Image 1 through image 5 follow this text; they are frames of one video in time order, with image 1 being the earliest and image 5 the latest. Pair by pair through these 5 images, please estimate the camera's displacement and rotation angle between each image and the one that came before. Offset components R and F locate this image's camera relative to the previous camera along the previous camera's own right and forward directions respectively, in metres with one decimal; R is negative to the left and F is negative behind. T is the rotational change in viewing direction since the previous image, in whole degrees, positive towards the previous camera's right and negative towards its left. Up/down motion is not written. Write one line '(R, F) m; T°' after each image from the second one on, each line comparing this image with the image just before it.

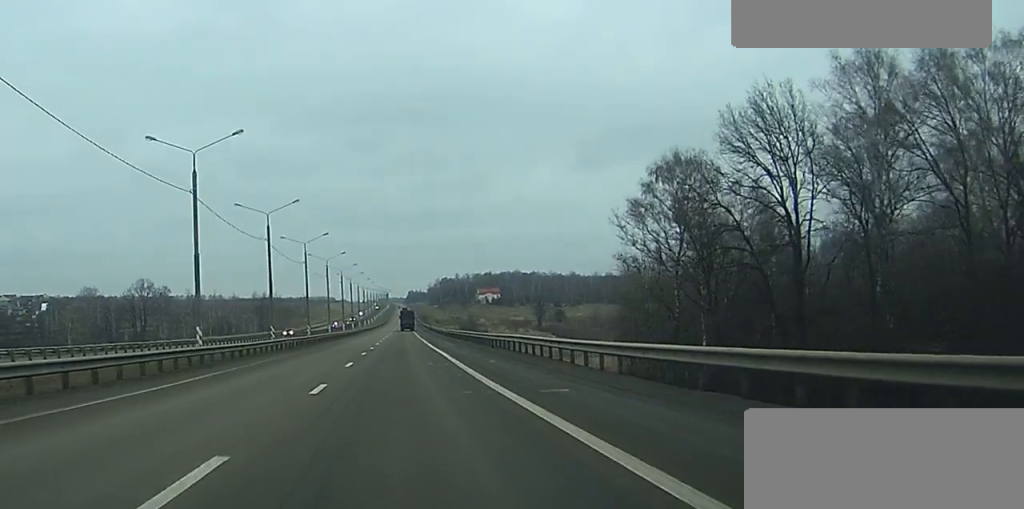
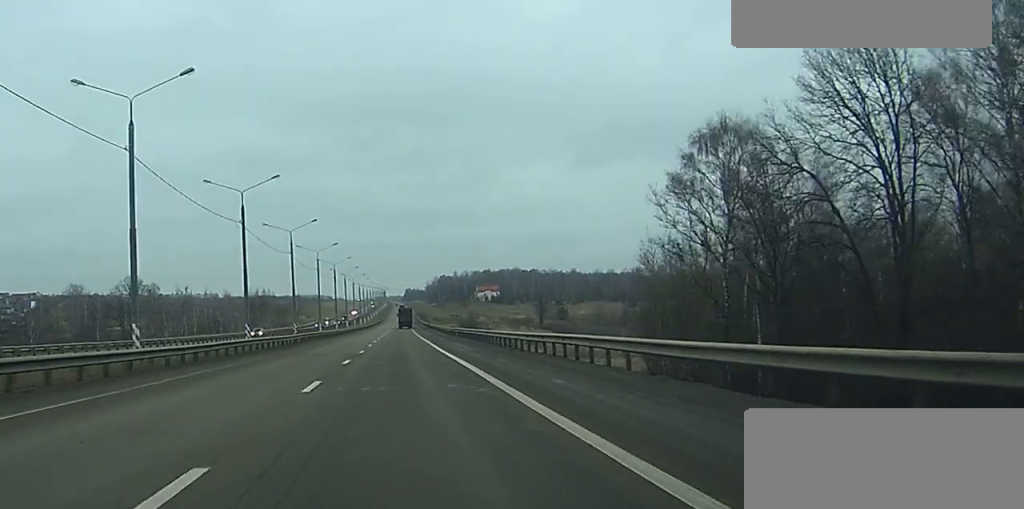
(0.0, +12.8) m; 0°
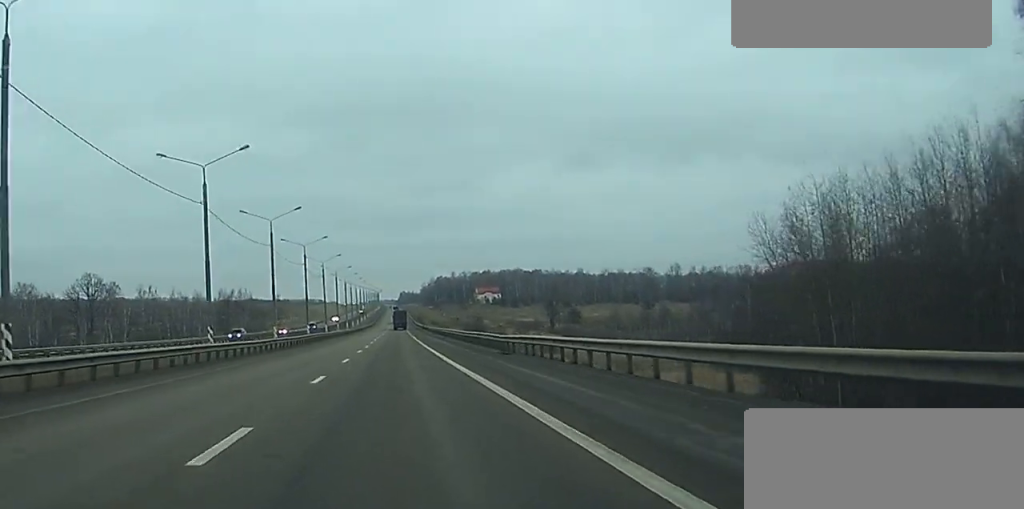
(+0.4, +44.3) m; 0°
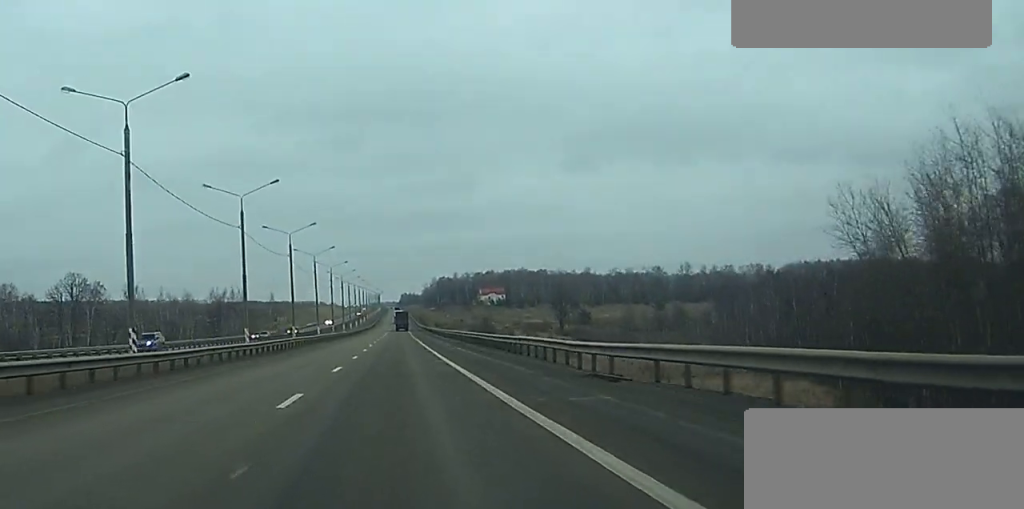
(-0.1, +17.7) m; 0°
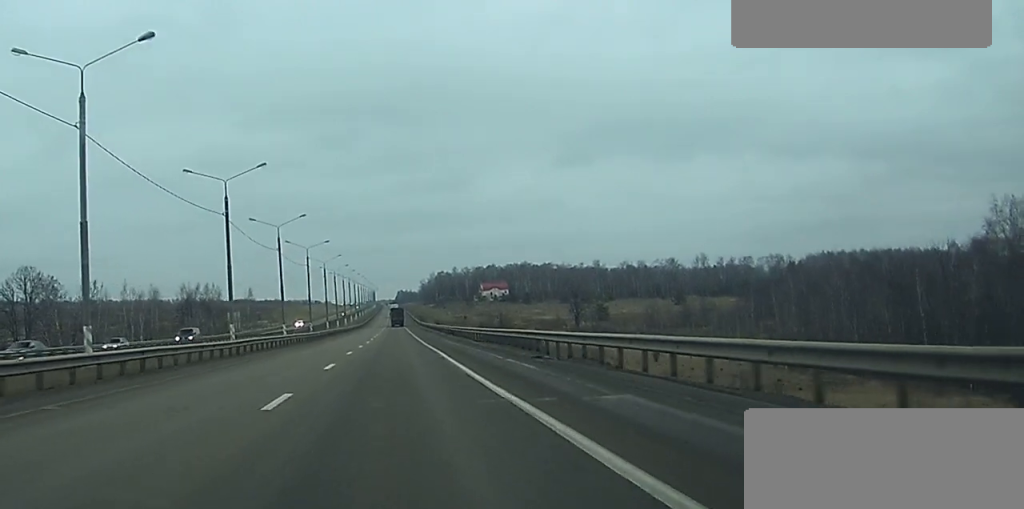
(0.0, +36.9) m; 0°
